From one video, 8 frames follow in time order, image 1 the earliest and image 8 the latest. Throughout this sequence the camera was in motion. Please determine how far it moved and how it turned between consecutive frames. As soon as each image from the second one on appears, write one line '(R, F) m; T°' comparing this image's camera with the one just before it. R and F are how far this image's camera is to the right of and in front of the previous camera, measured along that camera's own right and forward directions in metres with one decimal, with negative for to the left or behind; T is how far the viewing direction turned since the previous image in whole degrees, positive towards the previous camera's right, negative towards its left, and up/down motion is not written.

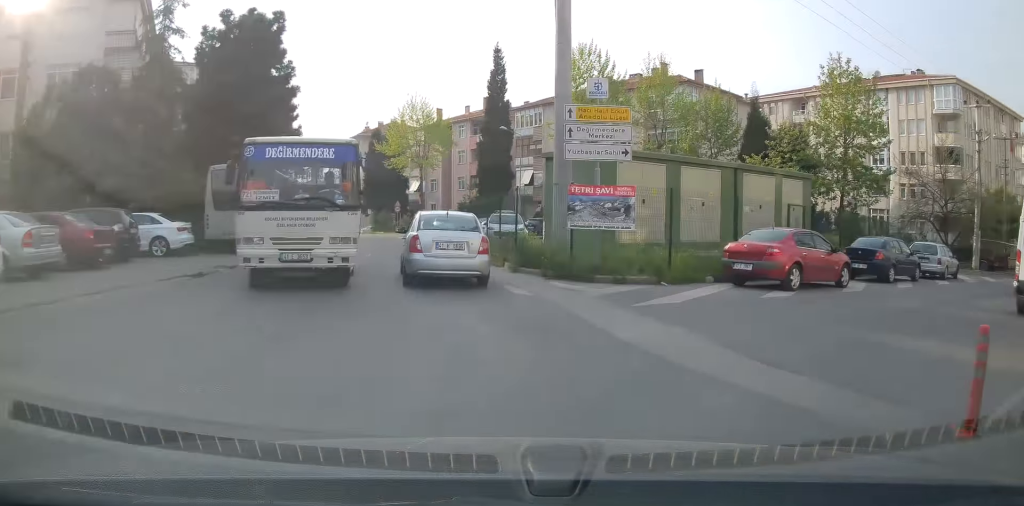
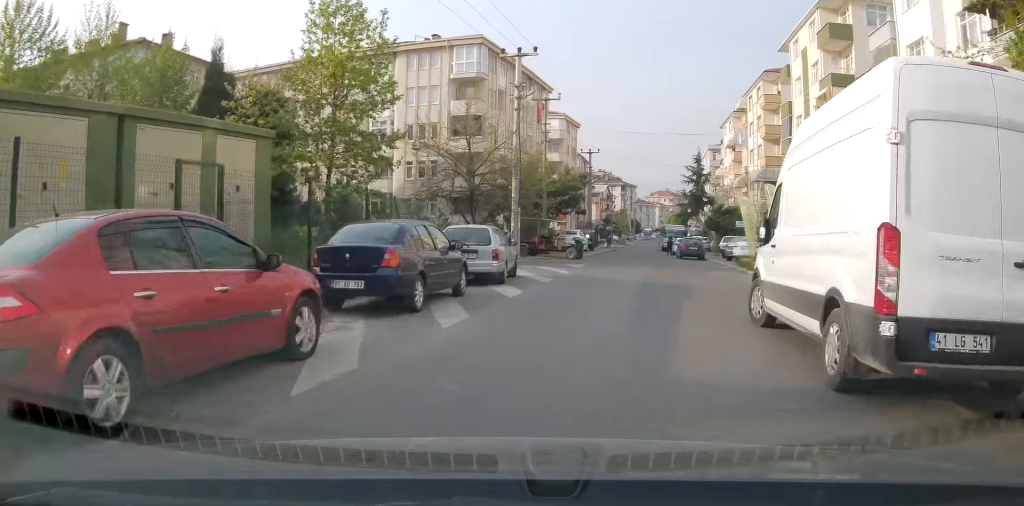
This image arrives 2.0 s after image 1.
(+3.0, +9.3) m; +39°
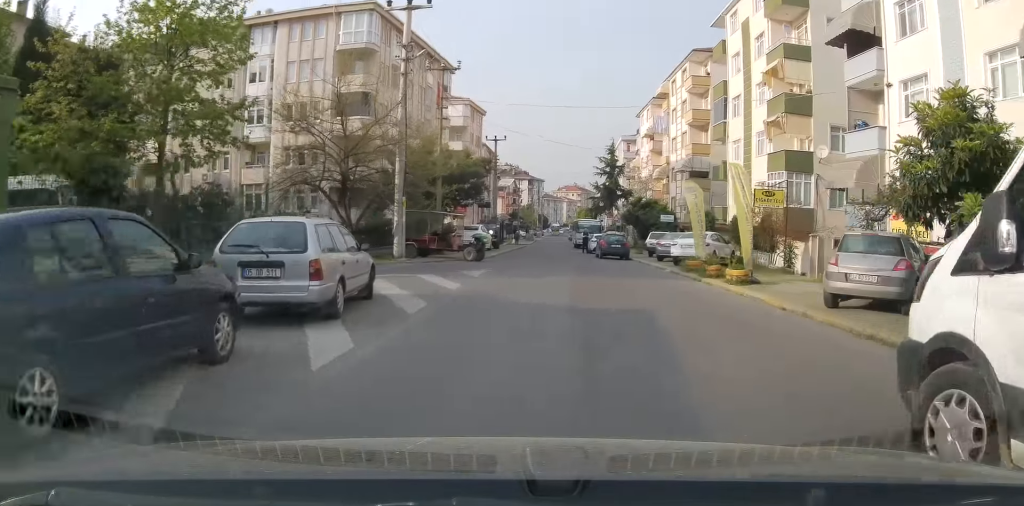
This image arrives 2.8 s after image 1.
(+0.6, +5.0) m; +9°
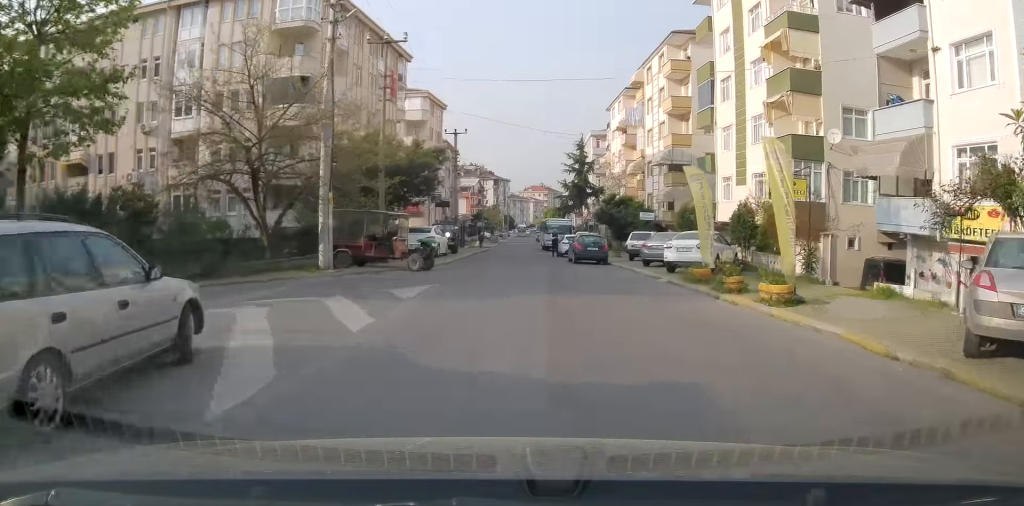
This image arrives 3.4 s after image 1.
(+0.1, +4.9) m; +2°
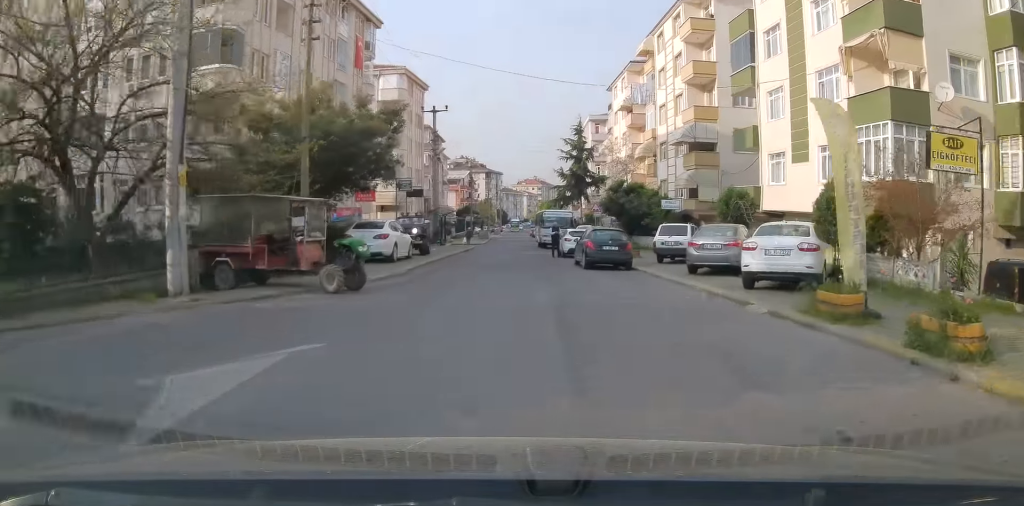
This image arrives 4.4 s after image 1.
(+0.2, +8.1) m; +2°
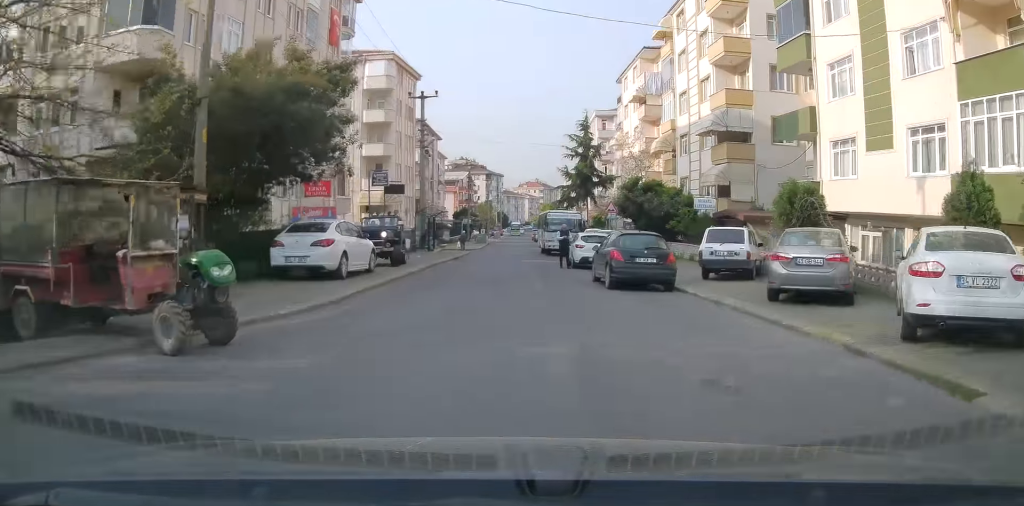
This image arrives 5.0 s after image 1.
(+0.1, +5.8) m; 0°
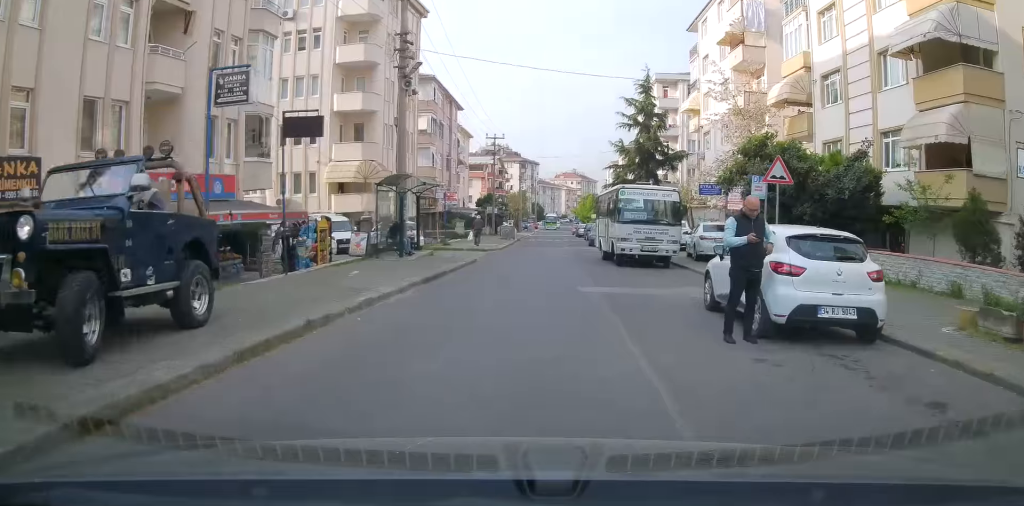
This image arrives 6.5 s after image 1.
(-0.4, +16.5) m; -2°
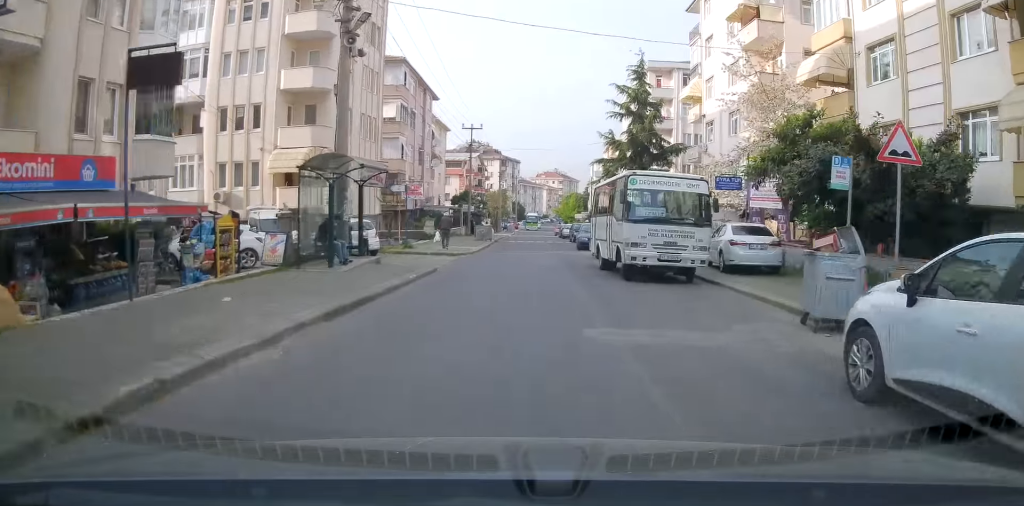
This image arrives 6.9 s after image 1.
(0.0, +5.4) m; 0°
